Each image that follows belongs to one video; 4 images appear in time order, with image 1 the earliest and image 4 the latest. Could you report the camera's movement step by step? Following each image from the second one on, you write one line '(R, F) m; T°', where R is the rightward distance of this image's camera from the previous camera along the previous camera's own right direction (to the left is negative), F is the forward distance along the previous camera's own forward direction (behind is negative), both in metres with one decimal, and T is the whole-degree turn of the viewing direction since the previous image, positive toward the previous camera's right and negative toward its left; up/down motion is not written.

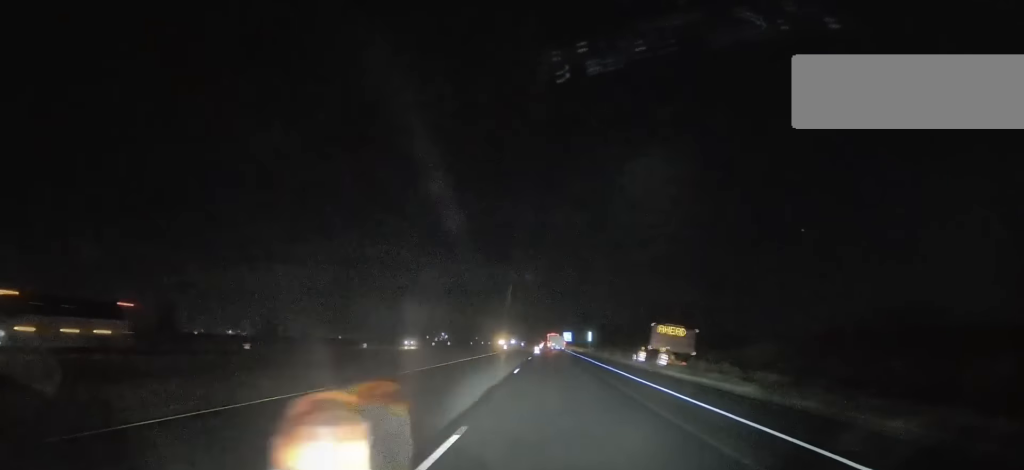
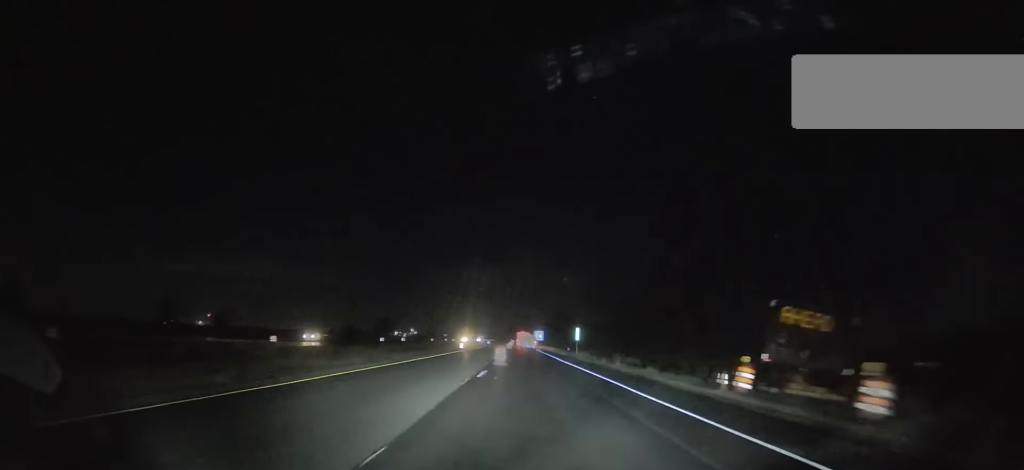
(0.0, +23.0) m; 0°
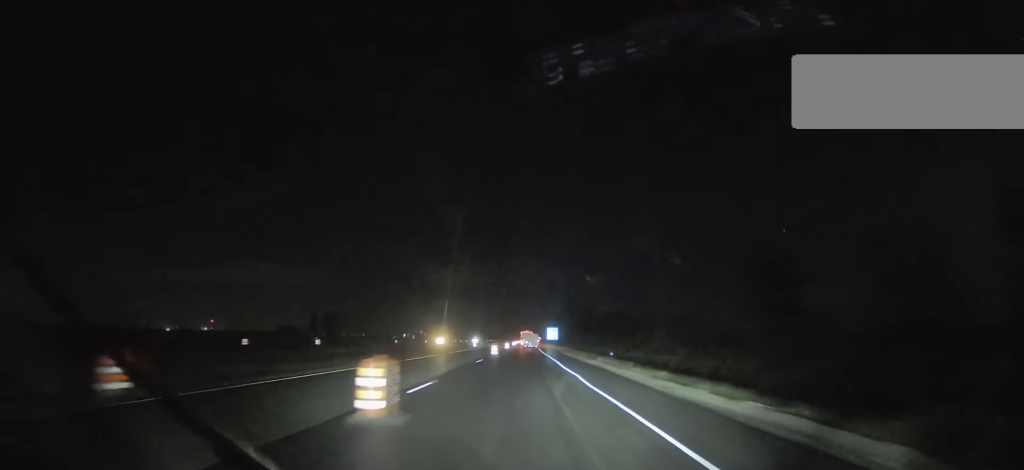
(+1.1, +63.7) m; +1°
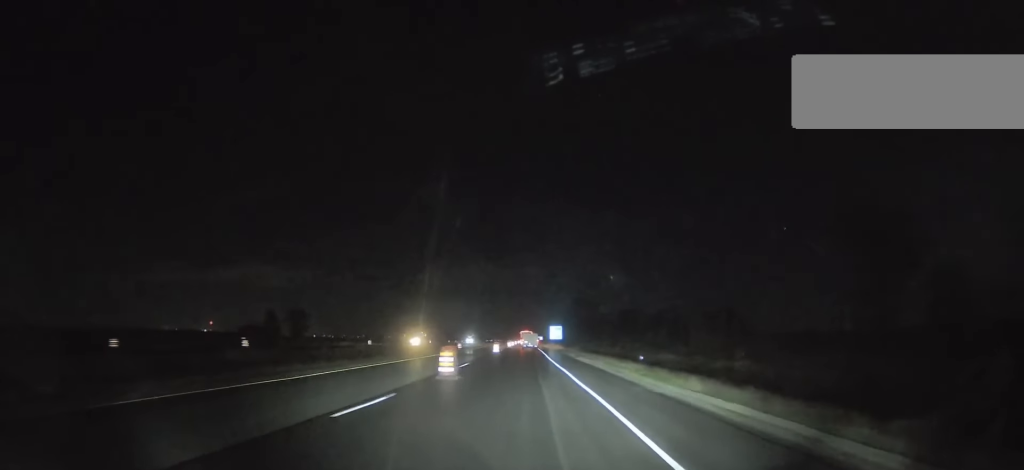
(-0.2, +22.2) m; -1°
